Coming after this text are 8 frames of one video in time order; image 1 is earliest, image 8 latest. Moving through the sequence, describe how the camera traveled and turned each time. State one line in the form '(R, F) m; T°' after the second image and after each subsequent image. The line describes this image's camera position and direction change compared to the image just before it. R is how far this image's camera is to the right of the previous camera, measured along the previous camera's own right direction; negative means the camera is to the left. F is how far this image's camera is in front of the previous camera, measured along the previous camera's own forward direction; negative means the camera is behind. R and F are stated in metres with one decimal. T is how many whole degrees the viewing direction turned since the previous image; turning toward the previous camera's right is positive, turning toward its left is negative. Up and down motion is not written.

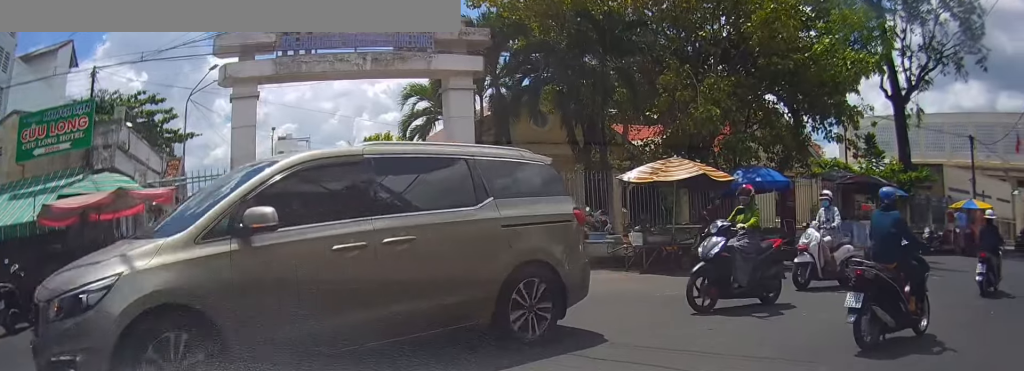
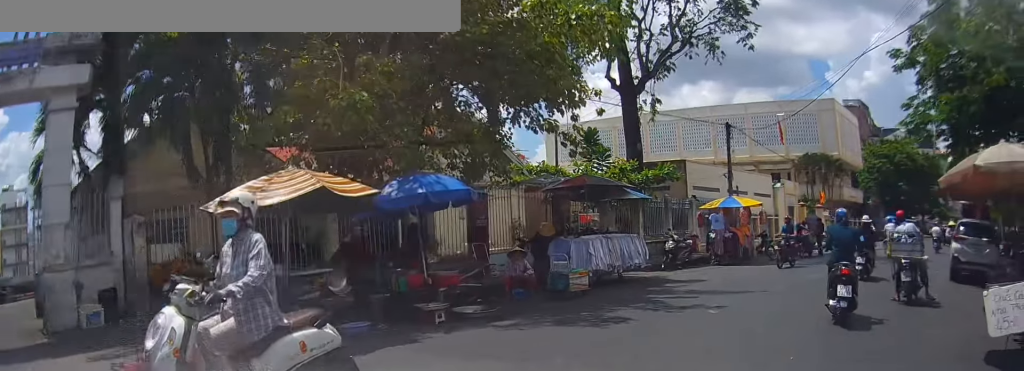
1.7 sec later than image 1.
(+1.7, +6.7) m; +38°
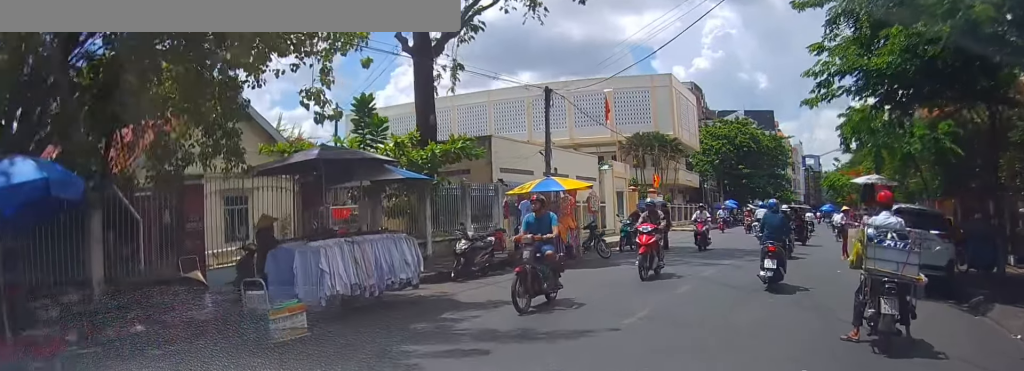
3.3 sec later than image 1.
(+1.1, +6.9) m; +2°
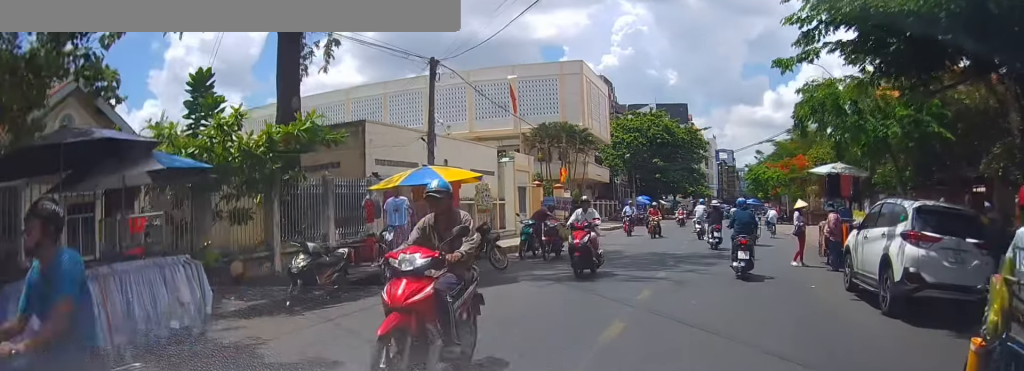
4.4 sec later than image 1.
(-0.4, +4.1) m; +9°
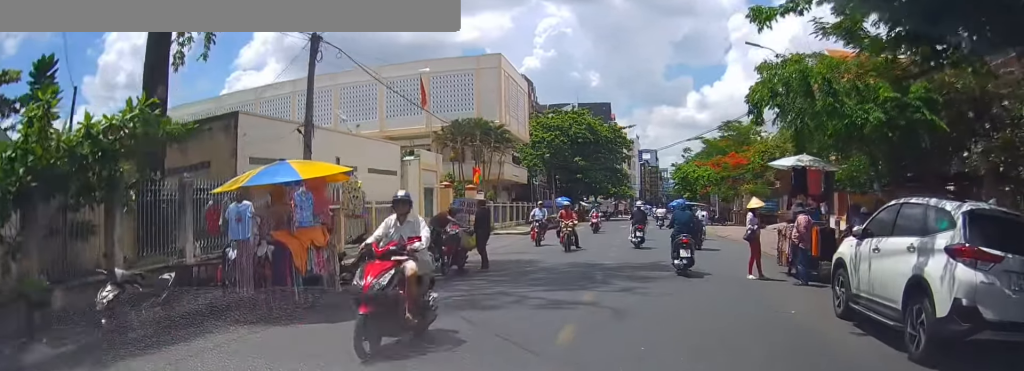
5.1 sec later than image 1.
(+0.6, +2.8) m; +14°
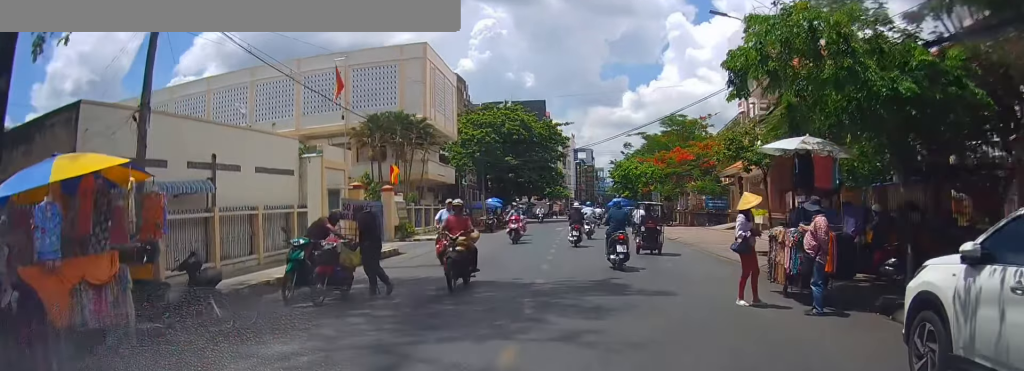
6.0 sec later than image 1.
(+0.6, +4.0) m; +11°
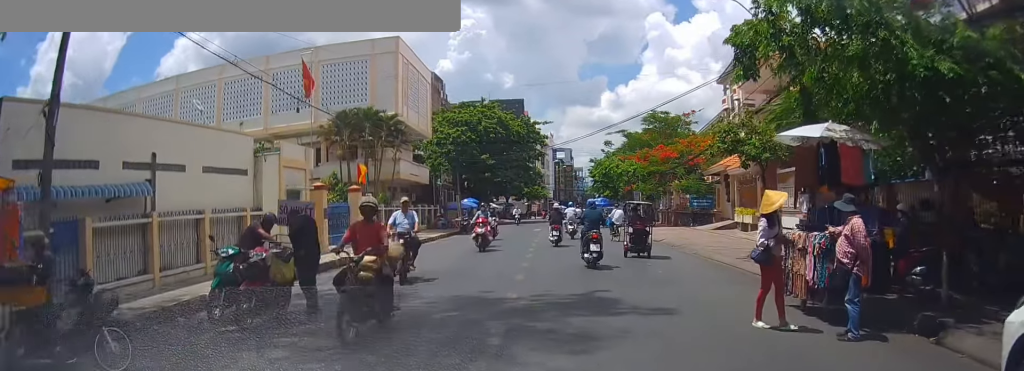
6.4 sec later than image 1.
(+0.1, +2.0) m; +2°
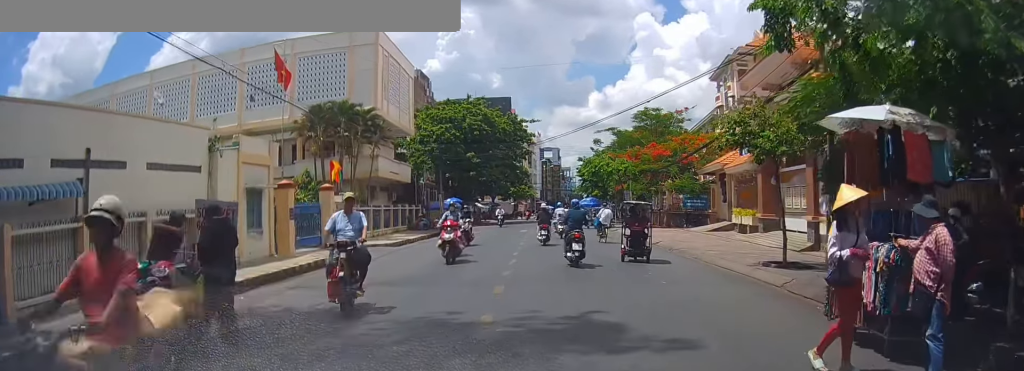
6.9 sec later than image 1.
(0.0, +2.5) m; +4°
